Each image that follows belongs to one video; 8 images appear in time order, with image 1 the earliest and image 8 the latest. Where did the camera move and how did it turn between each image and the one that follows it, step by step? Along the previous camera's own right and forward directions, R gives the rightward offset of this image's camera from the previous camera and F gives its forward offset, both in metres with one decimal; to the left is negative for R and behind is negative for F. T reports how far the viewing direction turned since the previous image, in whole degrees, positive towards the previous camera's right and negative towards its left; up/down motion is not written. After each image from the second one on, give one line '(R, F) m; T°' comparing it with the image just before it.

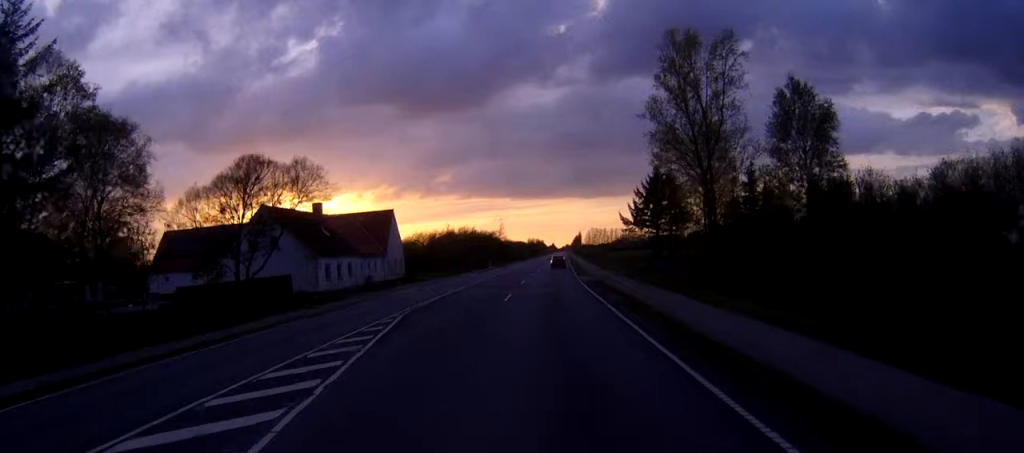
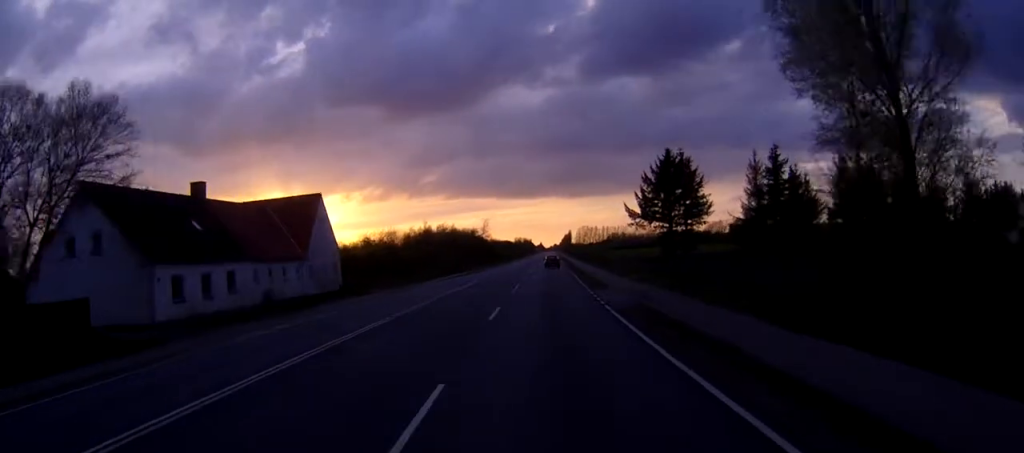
(+0.1, +21.7) m; +1°
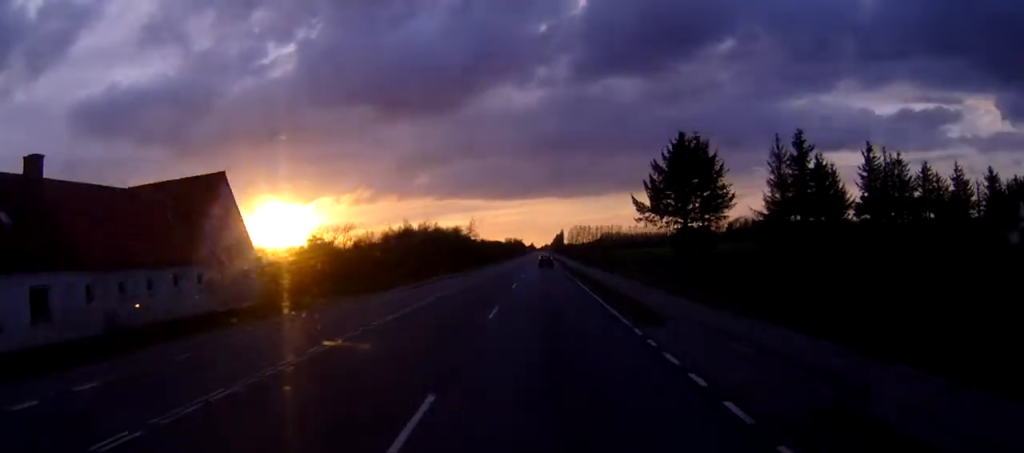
(+0.1, +15.7) m; +1°
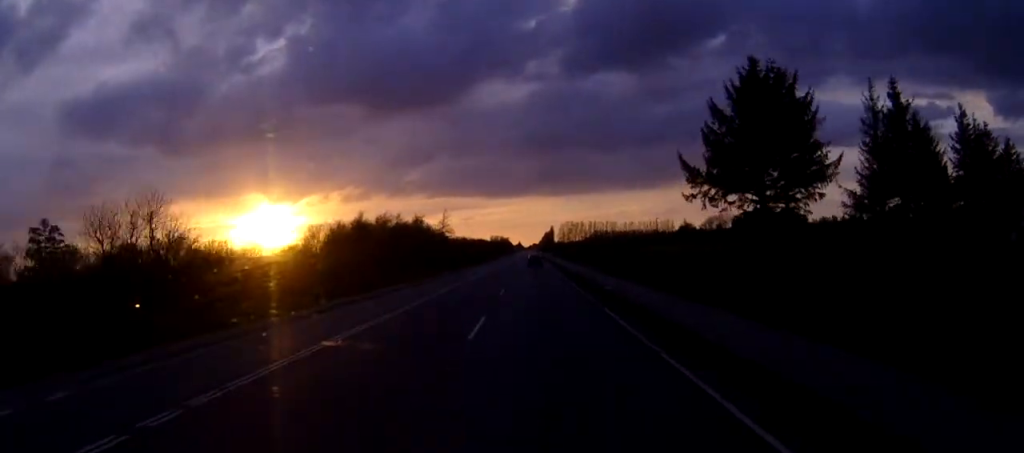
(+0.3, +34.0) m; +1°
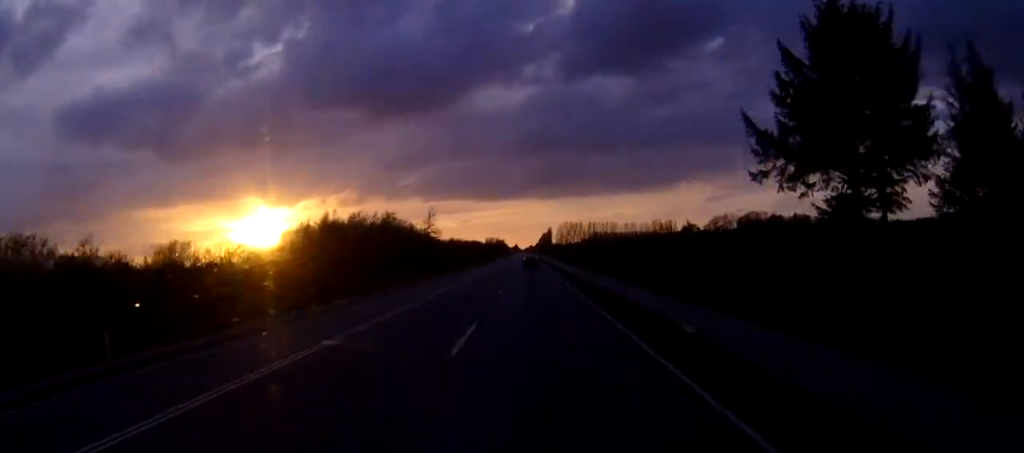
(+0.1, +17.5) m; 0°
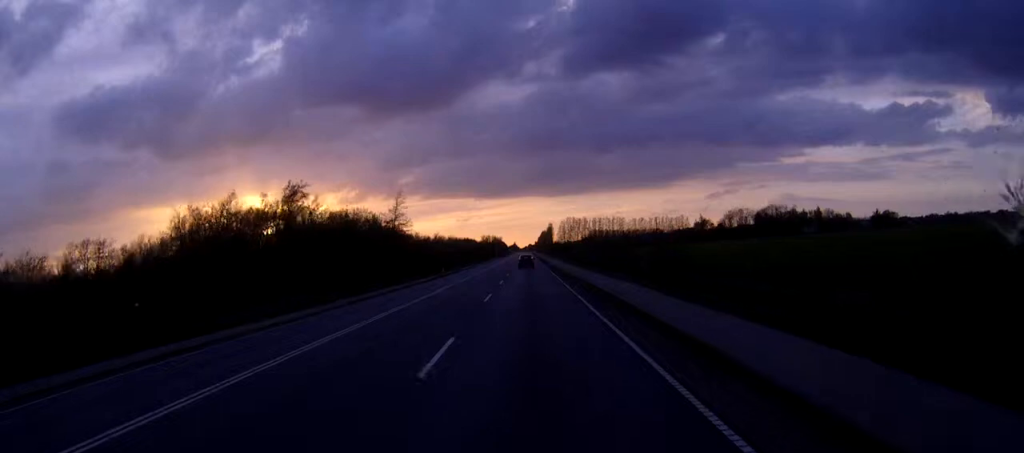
(+0.1, +32.7) m; 0°
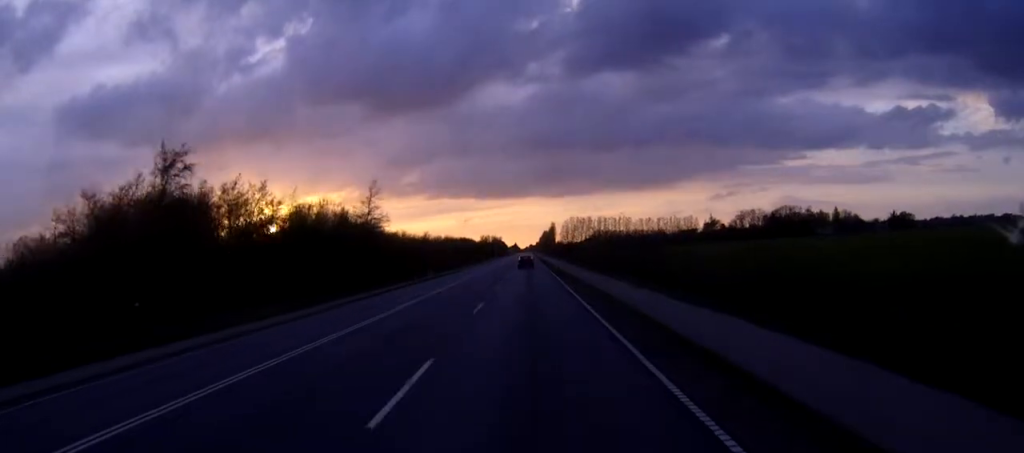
(0.0, +18.3) m; 0°
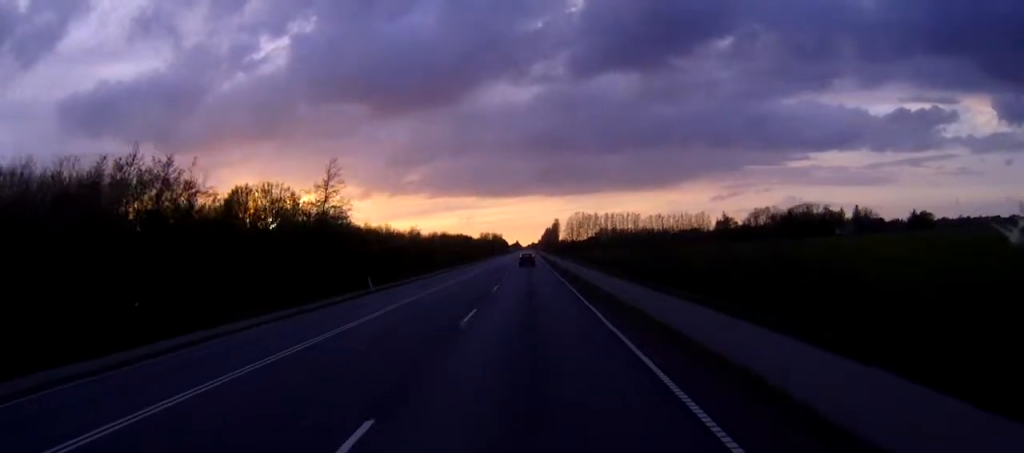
(0.0, +19.8) m; 0°
